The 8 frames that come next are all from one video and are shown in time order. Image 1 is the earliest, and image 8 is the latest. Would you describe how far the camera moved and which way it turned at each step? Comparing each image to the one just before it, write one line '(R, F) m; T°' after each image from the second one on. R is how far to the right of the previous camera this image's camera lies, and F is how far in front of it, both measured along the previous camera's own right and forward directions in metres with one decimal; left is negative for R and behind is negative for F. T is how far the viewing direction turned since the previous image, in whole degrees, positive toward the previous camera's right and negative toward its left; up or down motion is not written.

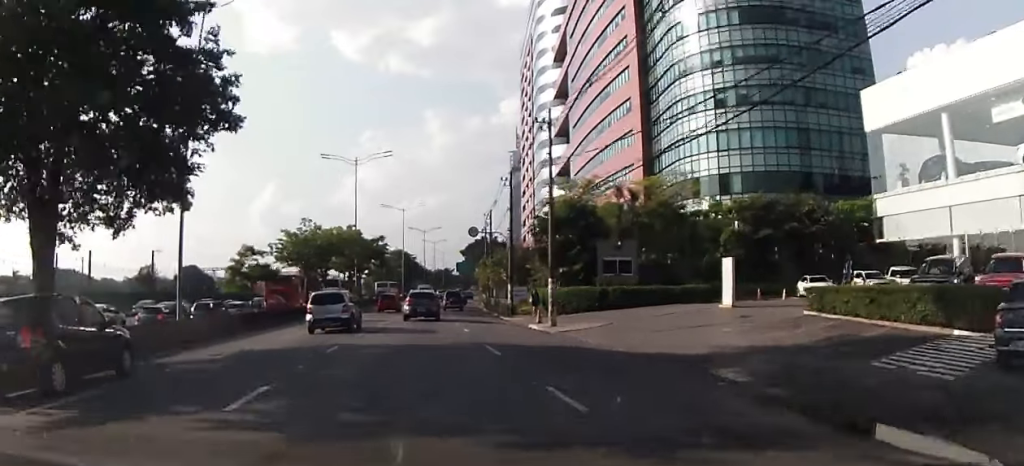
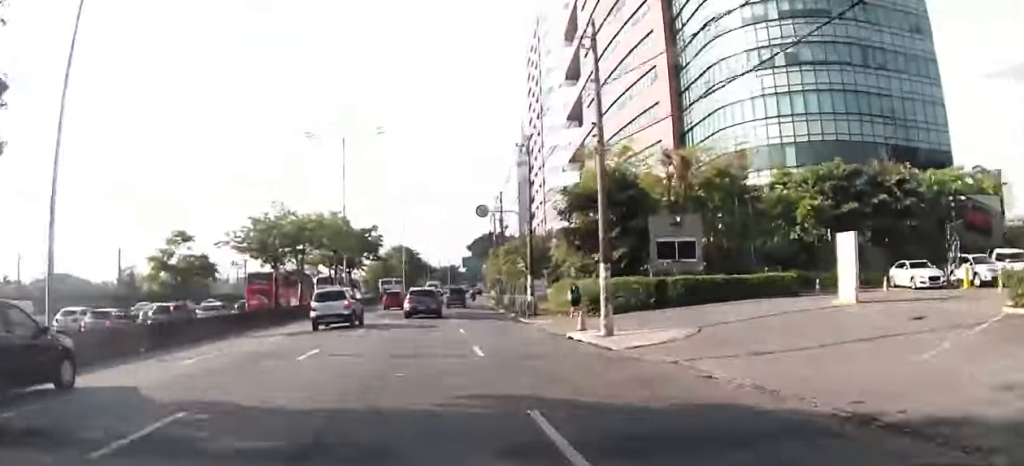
(-0.3, +10.8) m; -1°
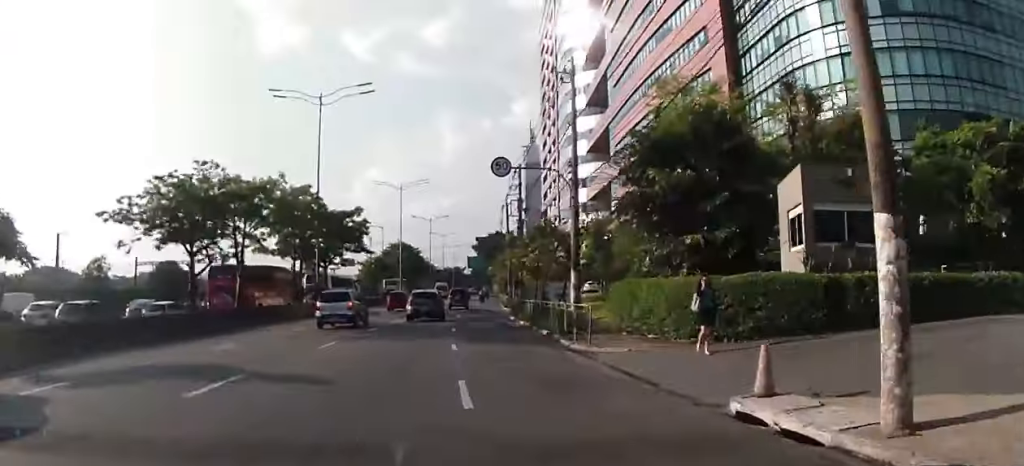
(+0.2, +14.2) m; 0°
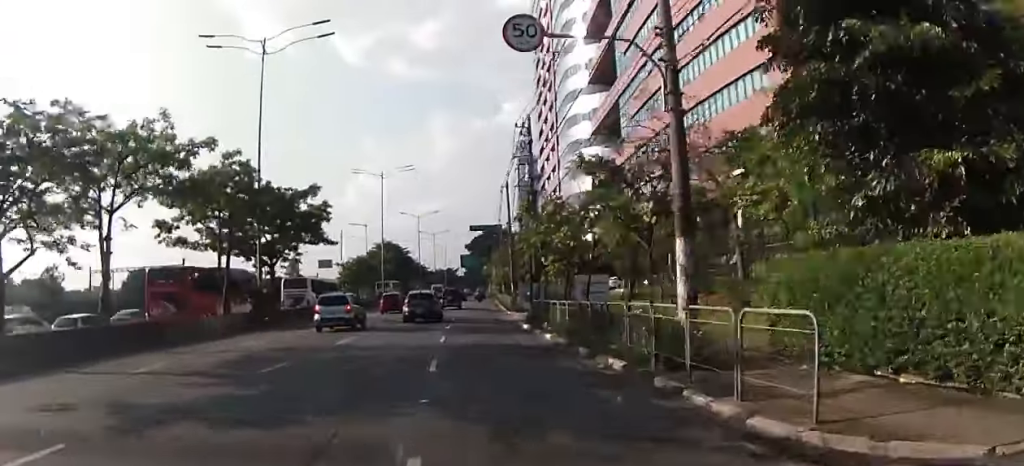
(-0.2, +13.0) m; 0°
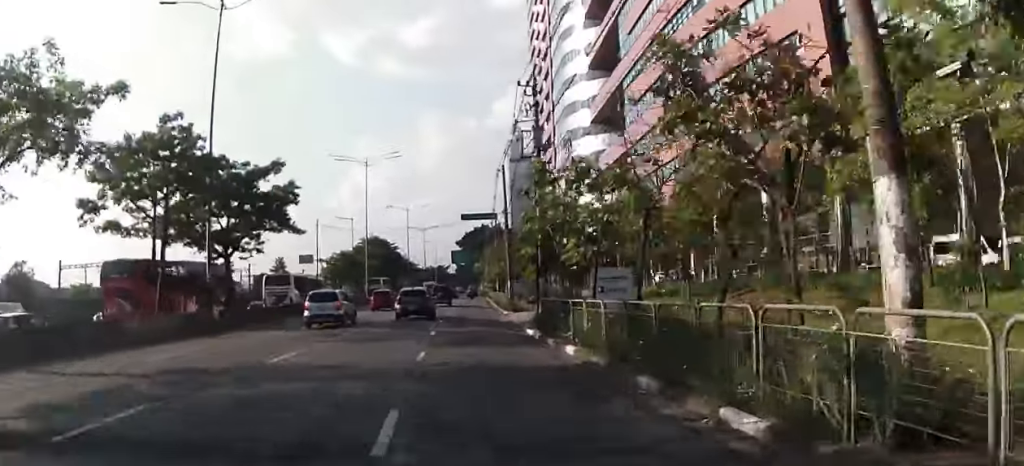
(+0.1, +6.3) m; 0°
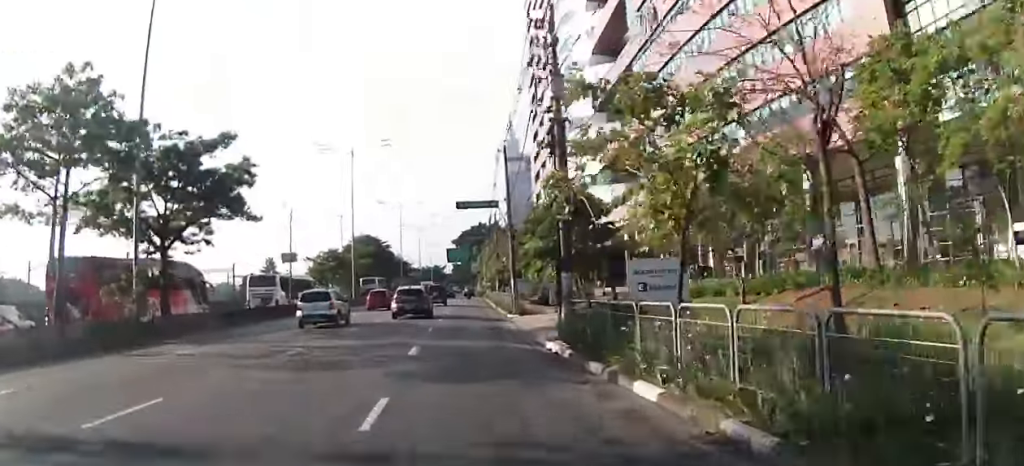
(+0.1, +6.7) m; 0°
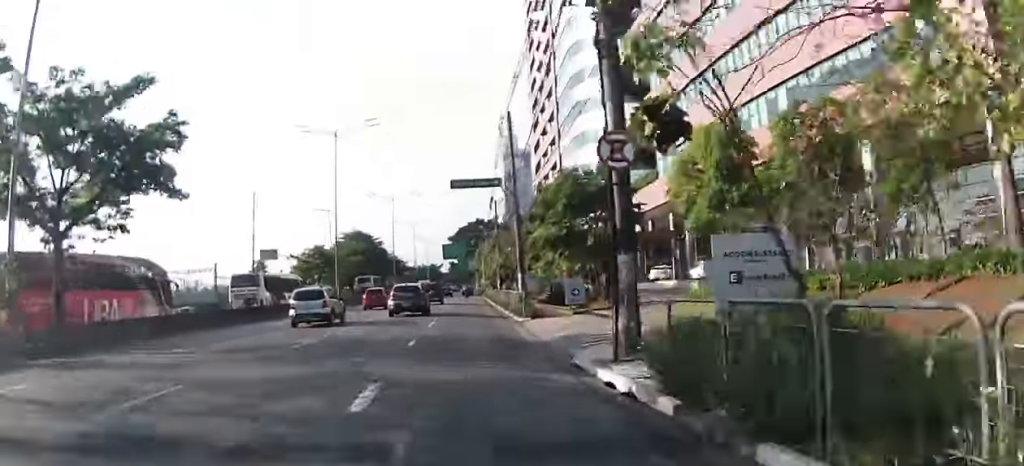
(-0.1, +7.4) m; 0°
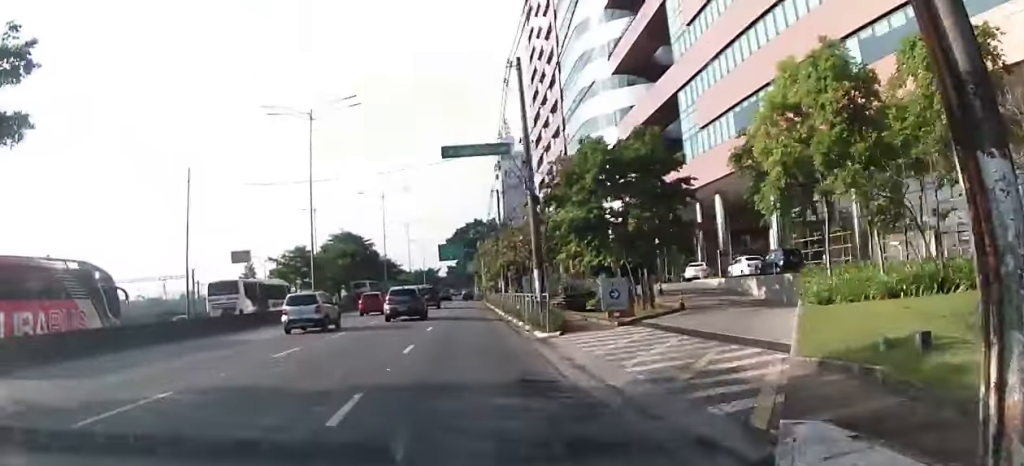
(-0.2, +8.8) m; 0°
